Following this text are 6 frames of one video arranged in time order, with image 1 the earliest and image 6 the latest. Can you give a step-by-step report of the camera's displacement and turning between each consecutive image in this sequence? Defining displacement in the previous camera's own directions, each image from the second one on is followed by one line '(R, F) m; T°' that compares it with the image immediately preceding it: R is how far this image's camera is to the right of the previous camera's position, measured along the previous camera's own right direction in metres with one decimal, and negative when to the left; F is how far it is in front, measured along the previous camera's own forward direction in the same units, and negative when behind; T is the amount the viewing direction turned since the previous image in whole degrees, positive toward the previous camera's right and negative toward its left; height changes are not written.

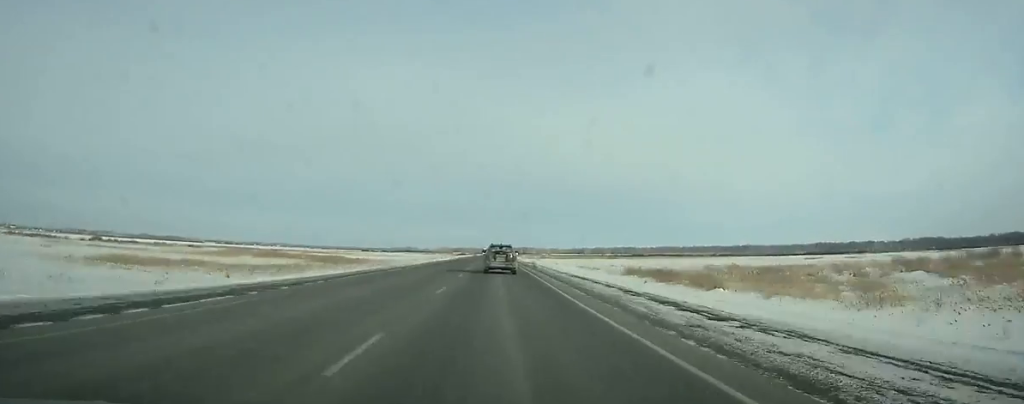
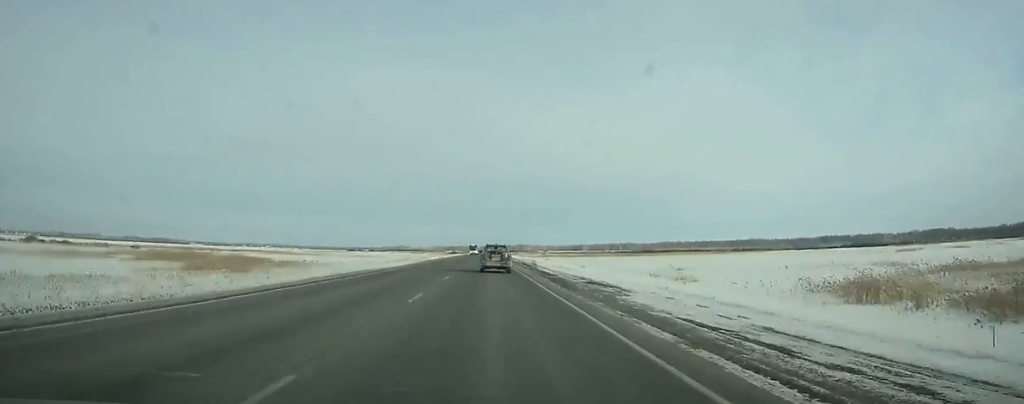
(+0.1, +63.6) m; 0°
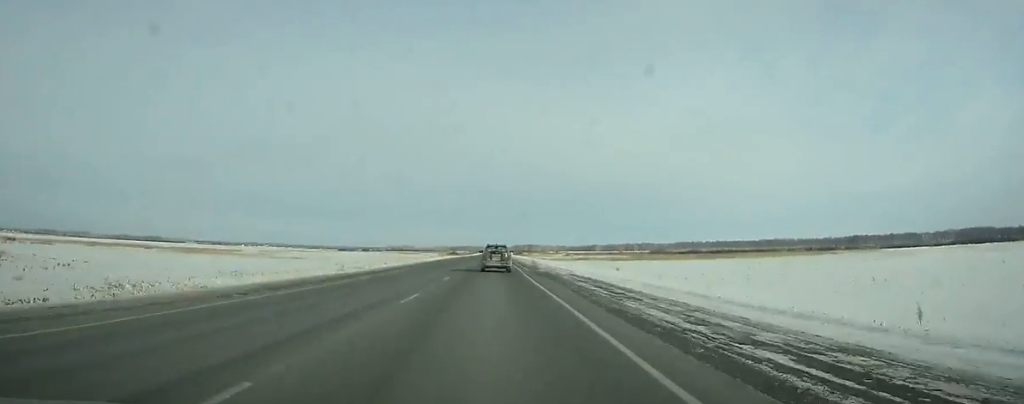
(0.0, +108.6) m; 0°
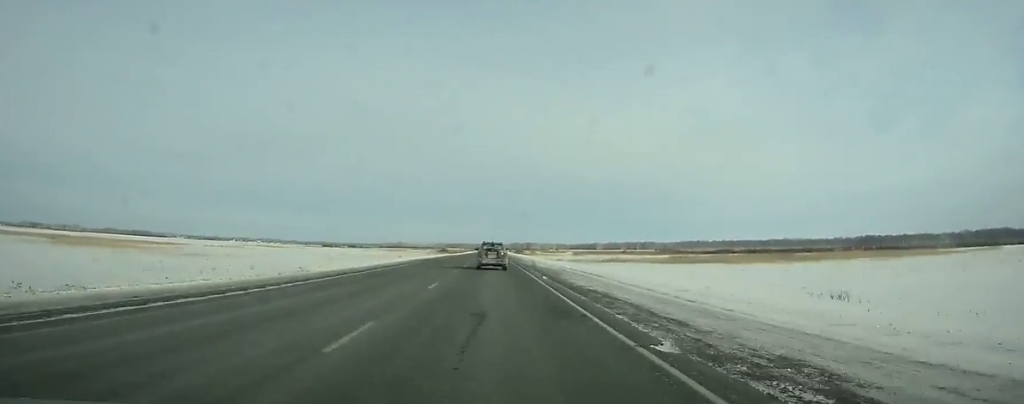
(-0.1, +66.0) m; 0°
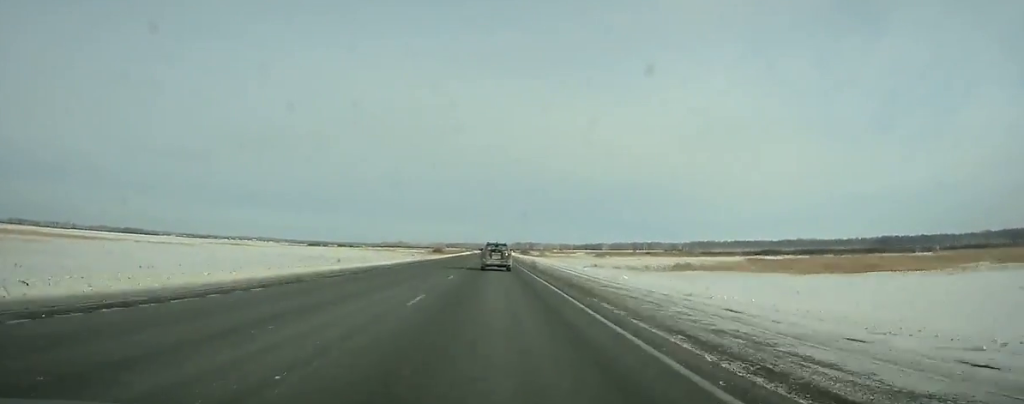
(0.0, +66.7) m; 0°
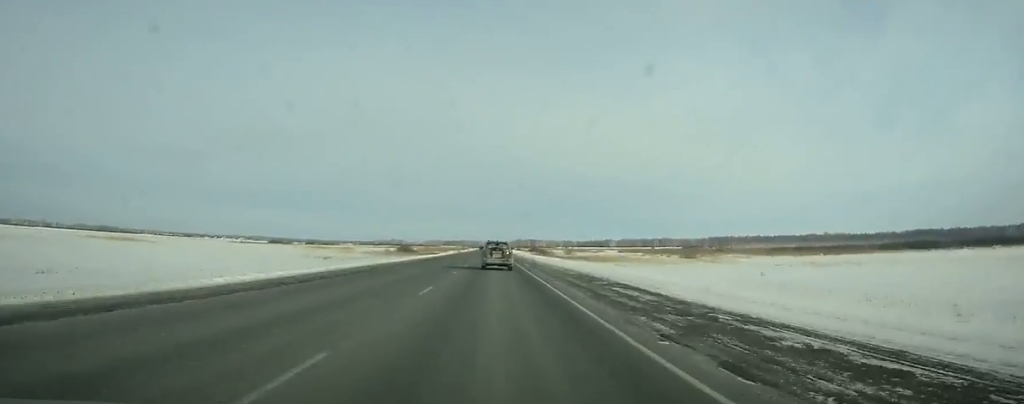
(+0.1, +128.6) m; 0°
